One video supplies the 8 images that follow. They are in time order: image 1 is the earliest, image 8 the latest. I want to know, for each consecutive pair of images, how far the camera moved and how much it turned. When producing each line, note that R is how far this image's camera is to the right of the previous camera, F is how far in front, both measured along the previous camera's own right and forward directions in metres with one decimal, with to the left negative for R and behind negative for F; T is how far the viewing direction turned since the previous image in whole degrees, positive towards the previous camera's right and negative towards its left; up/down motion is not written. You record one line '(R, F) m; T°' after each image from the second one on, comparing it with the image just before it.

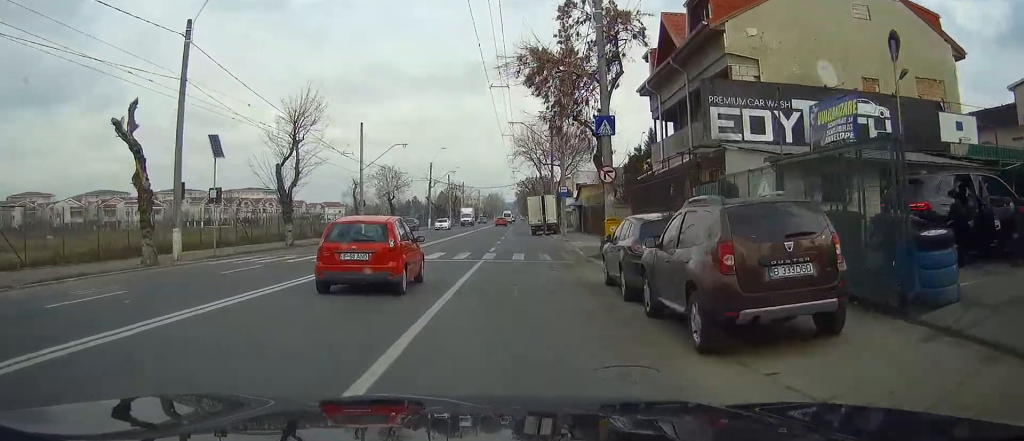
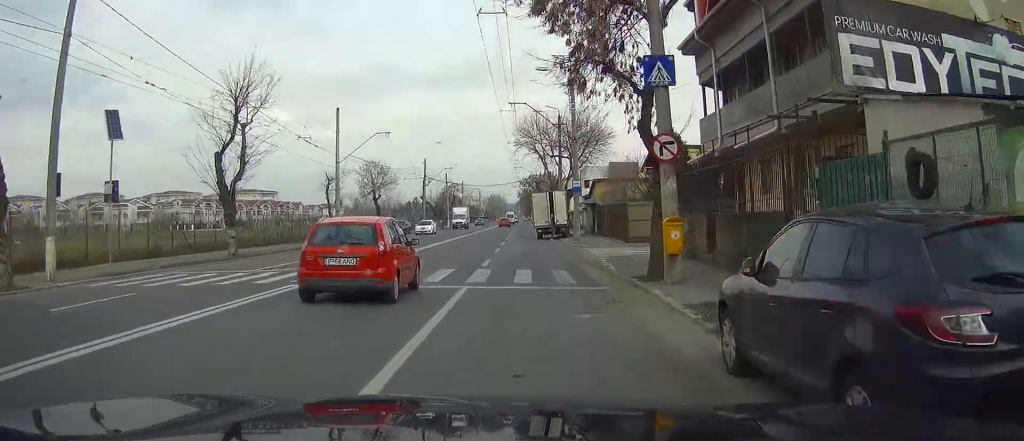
(+0.1, +8.6) m; 0°
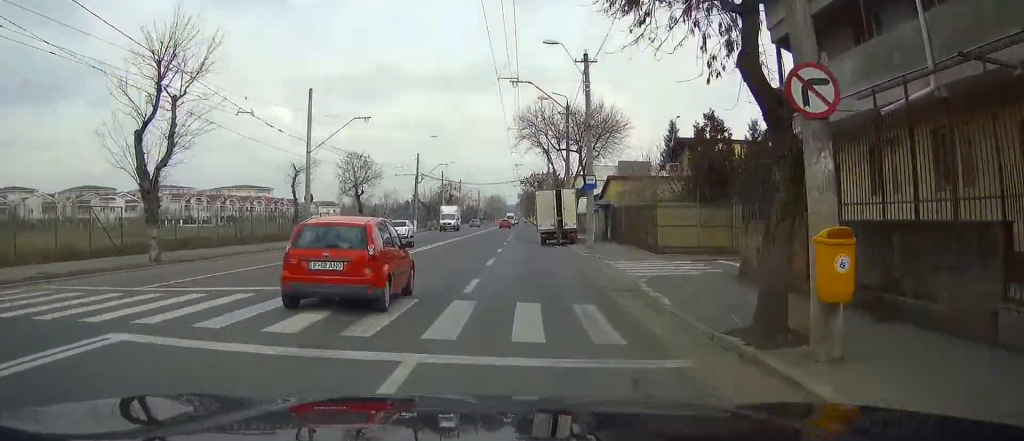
(0.0, +7.3) m; 0°
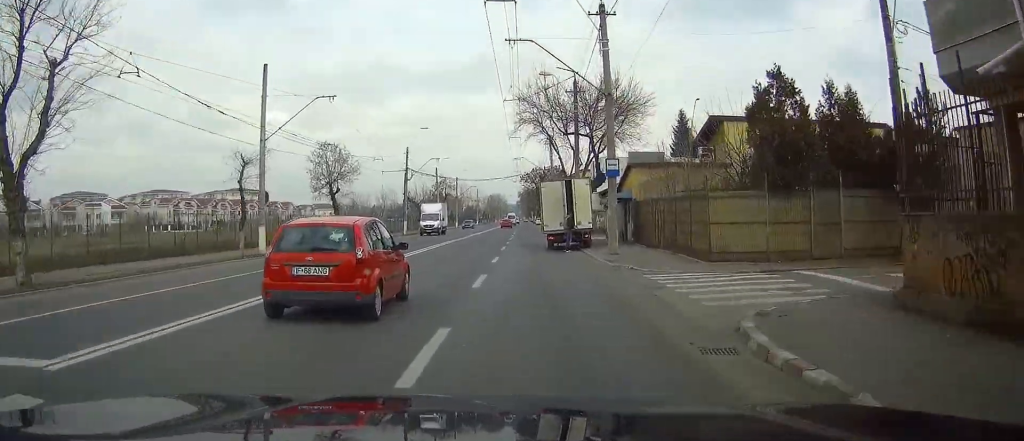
(0.0, +7.9) m; -1°
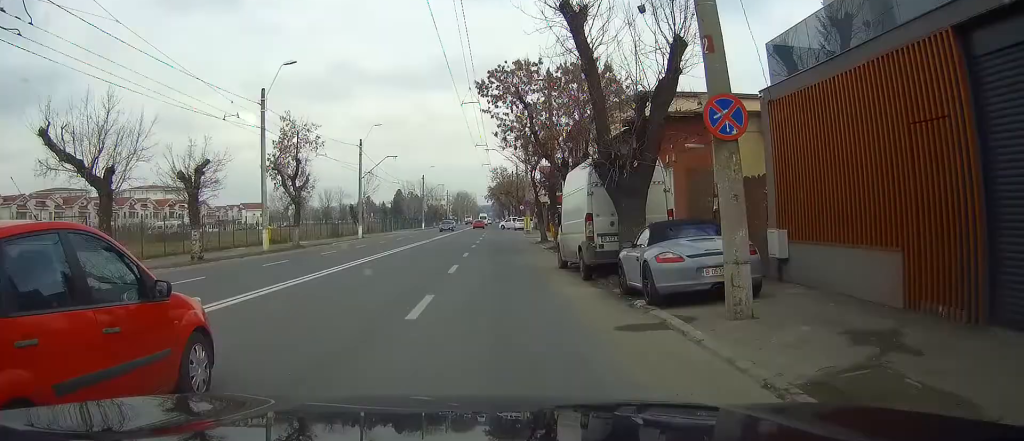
(+2.1, +65.1) m; +2°
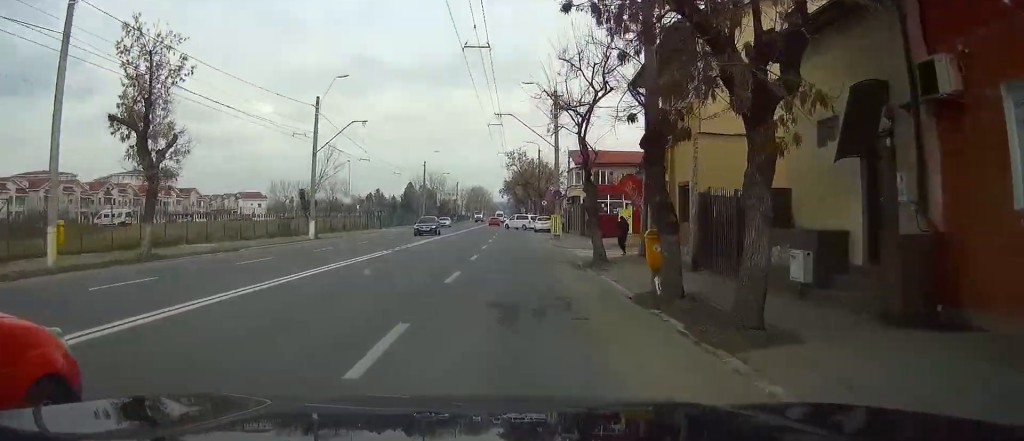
(-0.2, +20.9) m; -1°
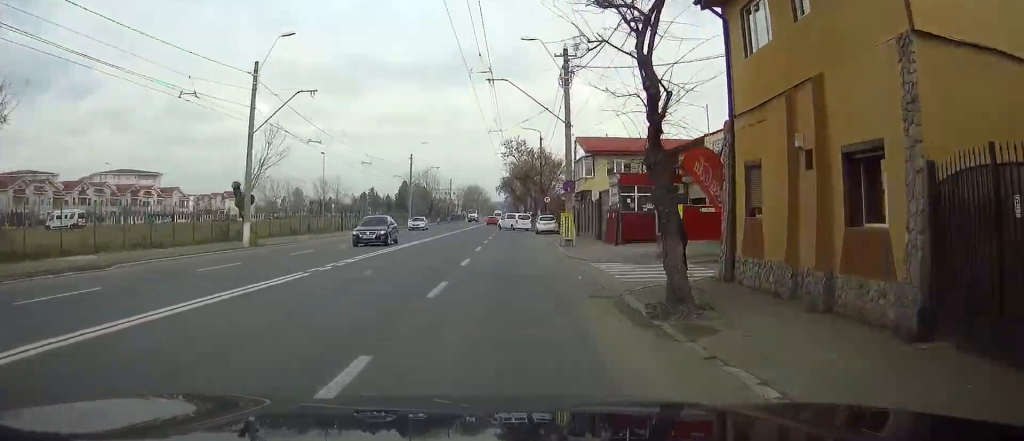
(0.0, +11.2) m; 0°
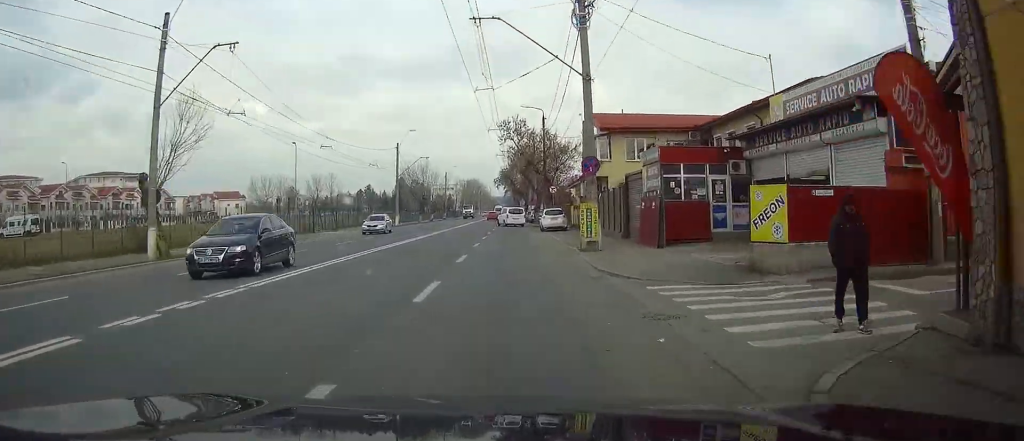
(+0.1, +9.9) m; 0°
